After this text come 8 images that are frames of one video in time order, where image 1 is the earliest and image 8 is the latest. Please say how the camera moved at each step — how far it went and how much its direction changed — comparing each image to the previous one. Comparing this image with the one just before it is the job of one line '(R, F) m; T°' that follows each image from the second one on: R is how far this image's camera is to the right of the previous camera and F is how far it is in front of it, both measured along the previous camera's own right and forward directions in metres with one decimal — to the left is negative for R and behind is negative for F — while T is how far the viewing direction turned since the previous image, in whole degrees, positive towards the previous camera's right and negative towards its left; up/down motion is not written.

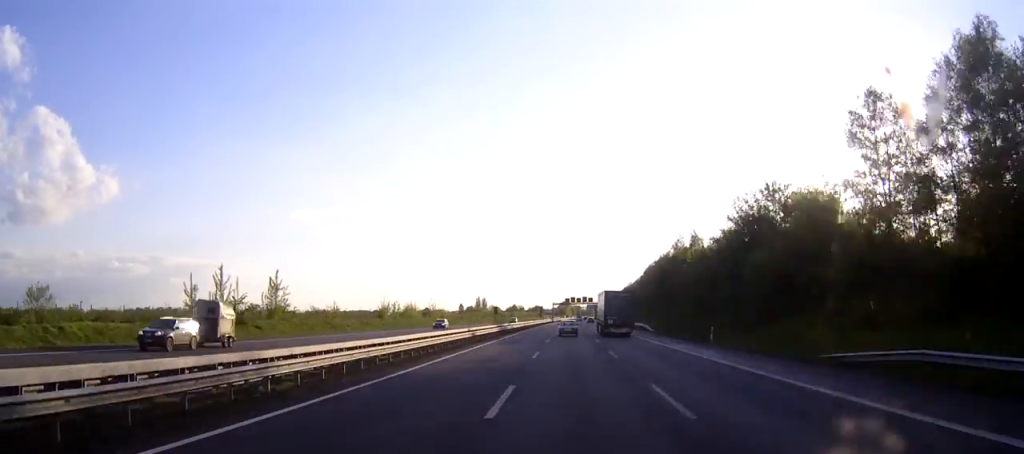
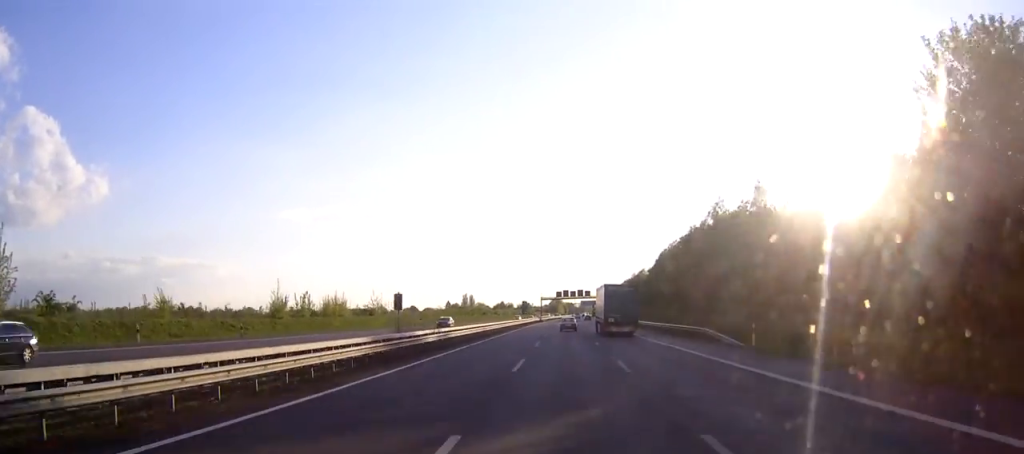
(+0.2, +43.9) m; 0°
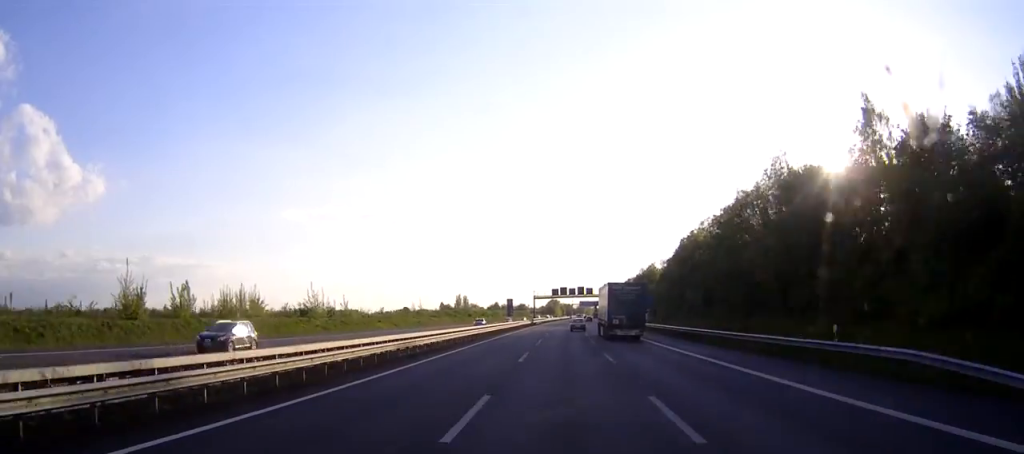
(+0.1, +30.2) m; 0°
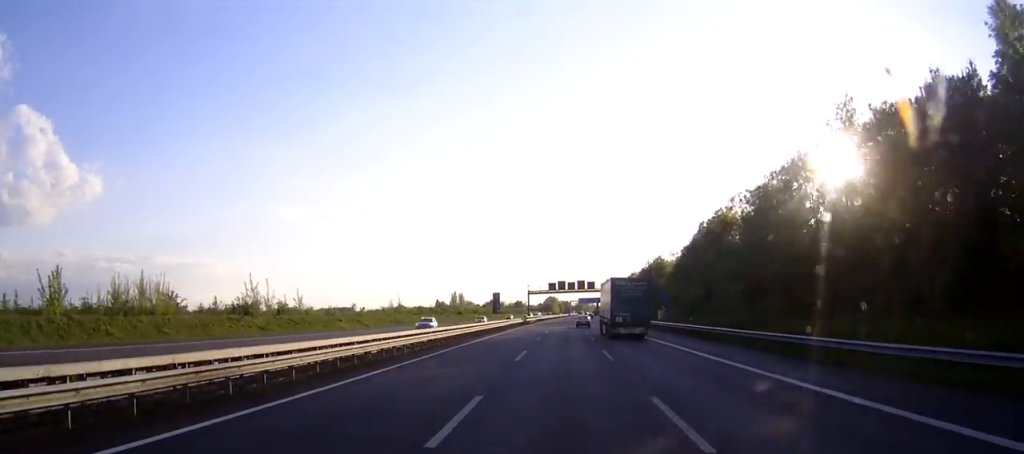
(+0.1, +18.6) m; 0°
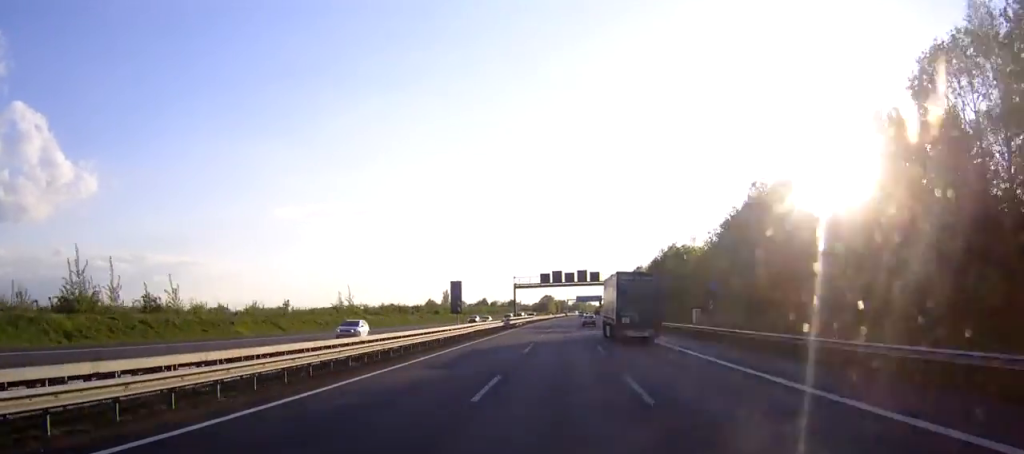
(+0.1, +30.5) m; 0°
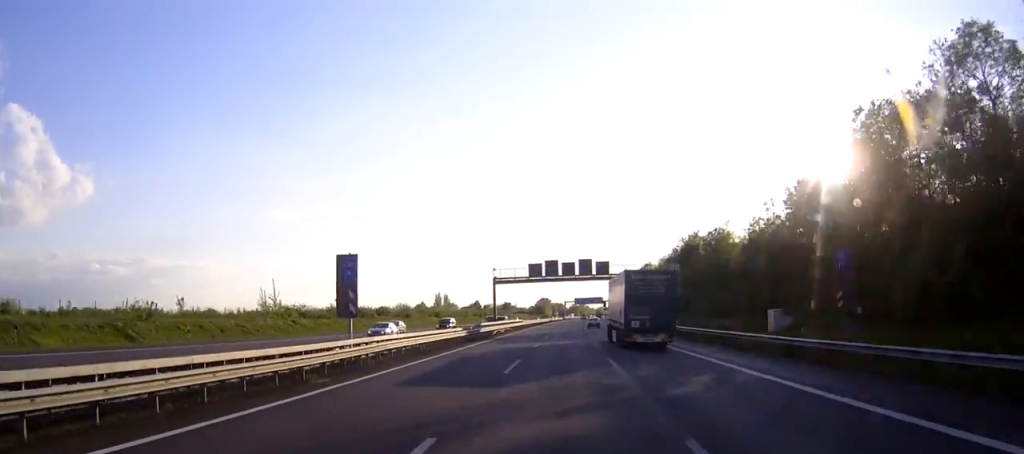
(0.0, +28.5) m; 0°
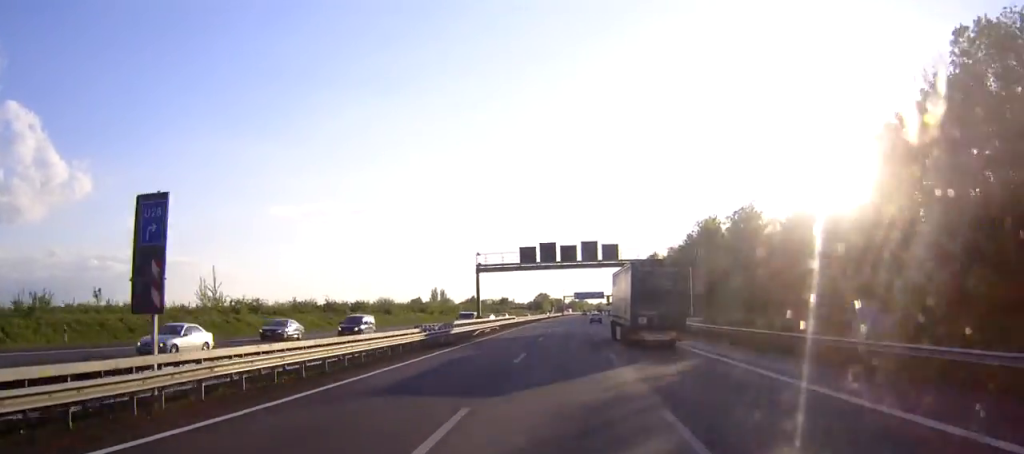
(0.0, +14.8) m; 0°
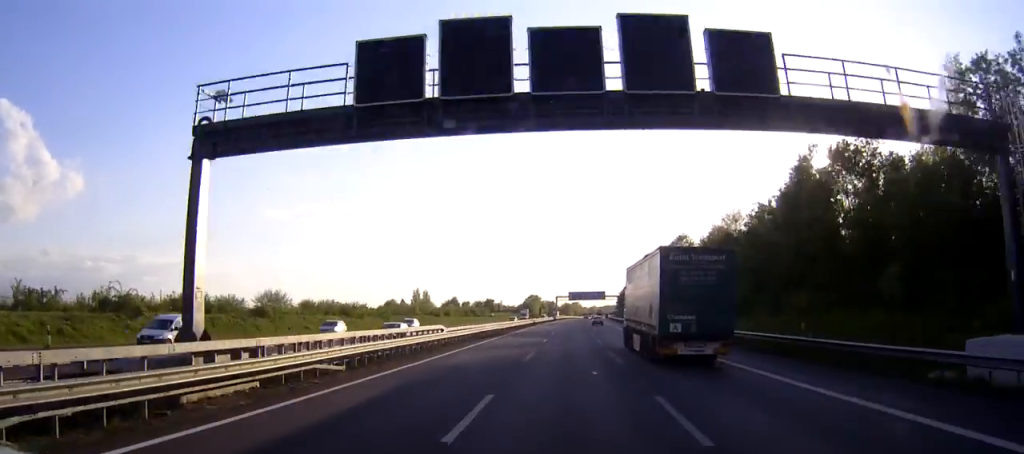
(0.0, +51.3) m; 0°
